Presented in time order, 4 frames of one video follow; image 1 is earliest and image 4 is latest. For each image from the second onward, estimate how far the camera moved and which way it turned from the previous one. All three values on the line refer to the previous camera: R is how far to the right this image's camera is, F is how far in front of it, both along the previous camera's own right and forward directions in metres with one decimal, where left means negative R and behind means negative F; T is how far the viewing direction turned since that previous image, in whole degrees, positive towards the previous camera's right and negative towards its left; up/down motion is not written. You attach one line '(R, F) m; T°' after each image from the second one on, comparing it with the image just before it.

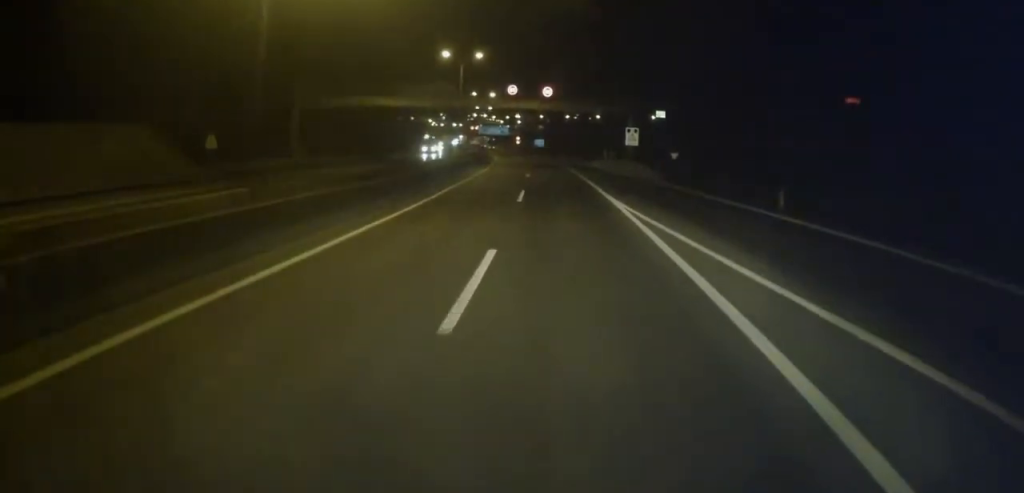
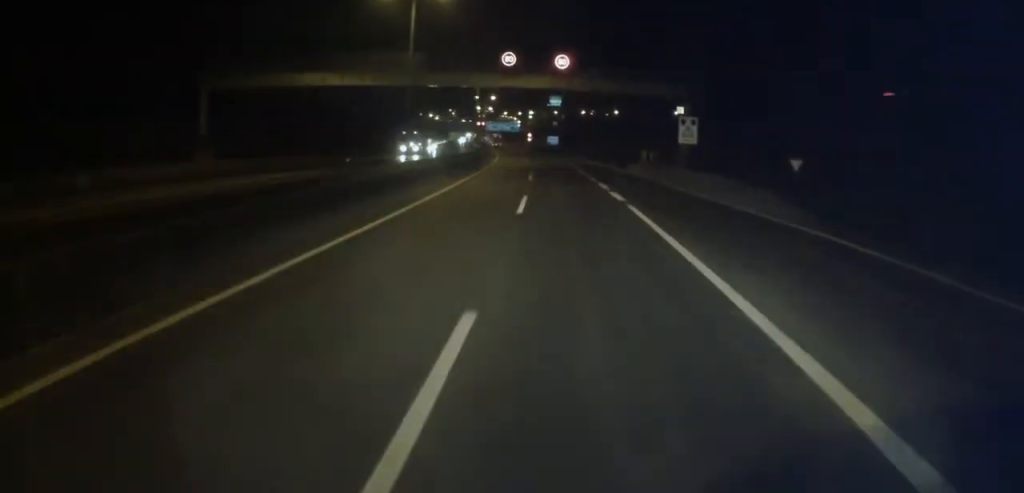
(-0.3, +24.6) m; -1°
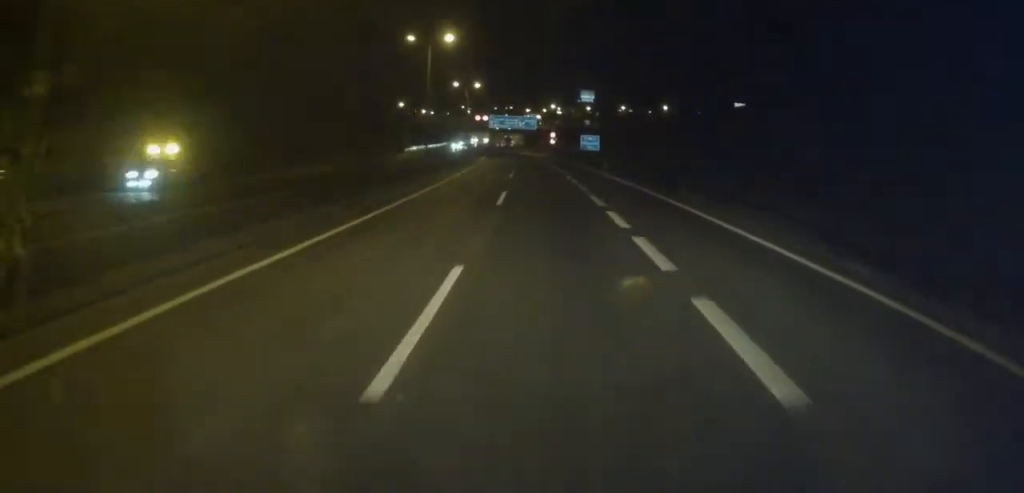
(-1.5, +68.6) m; -3°
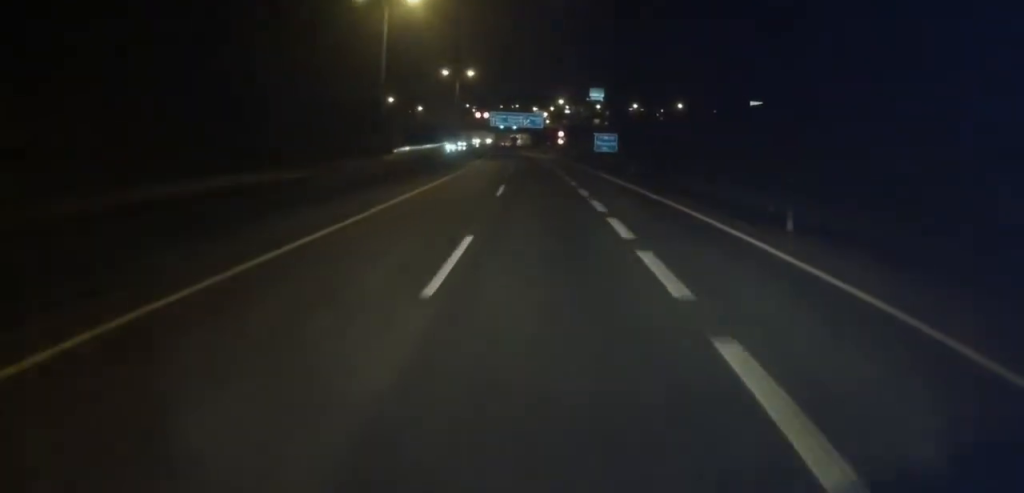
(-0.1, +13.1) m; -1°
